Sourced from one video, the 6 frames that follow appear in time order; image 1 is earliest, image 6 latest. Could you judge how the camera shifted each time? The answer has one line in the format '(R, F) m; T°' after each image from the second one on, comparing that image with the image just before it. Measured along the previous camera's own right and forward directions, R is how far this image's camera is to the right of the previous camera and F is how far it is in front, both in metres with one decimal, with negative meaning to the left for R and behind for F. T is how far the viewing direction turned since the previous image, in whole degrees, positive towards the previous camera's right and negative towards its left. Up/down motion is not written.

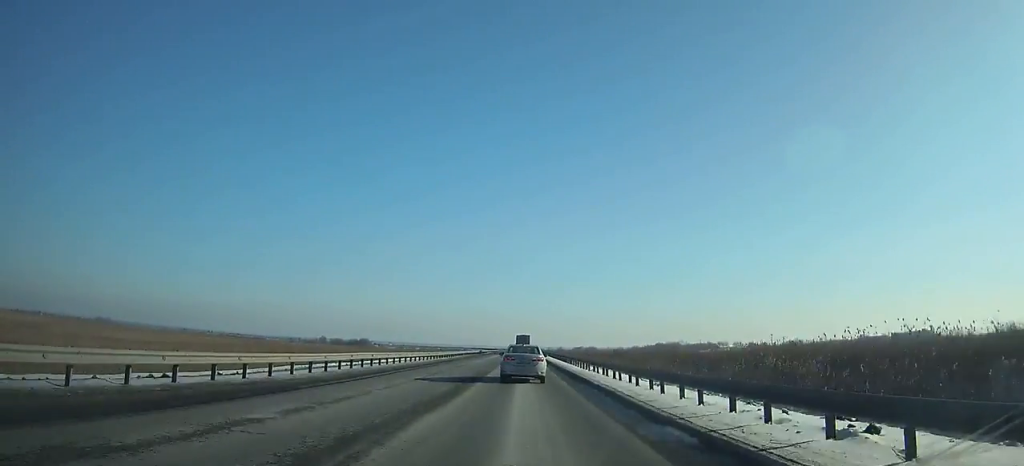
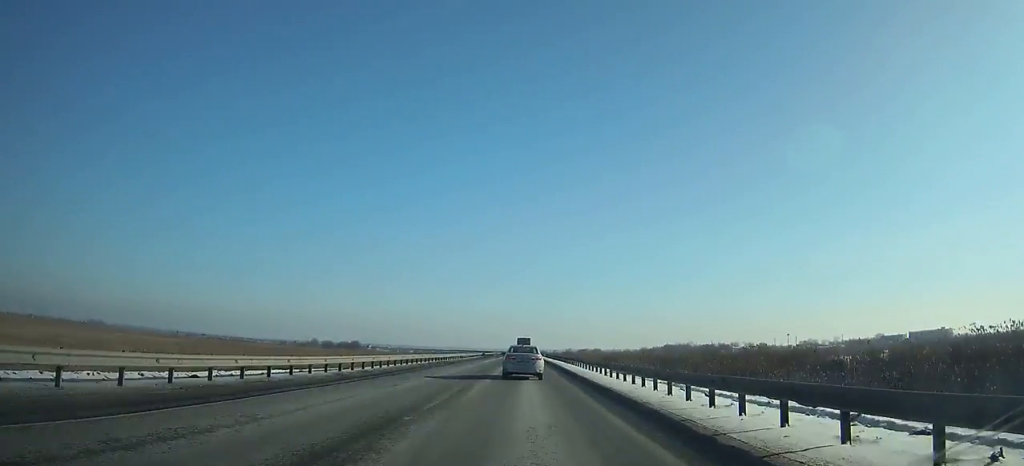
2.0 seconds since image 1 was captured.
(+0.1, +40.2) m; 0°
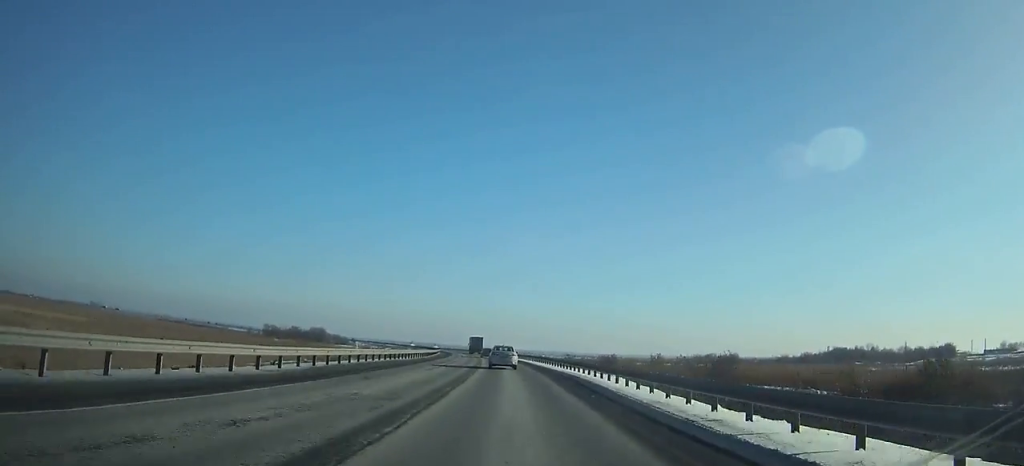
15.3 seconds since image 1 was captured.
(-9.1, +282.0) m; -8°
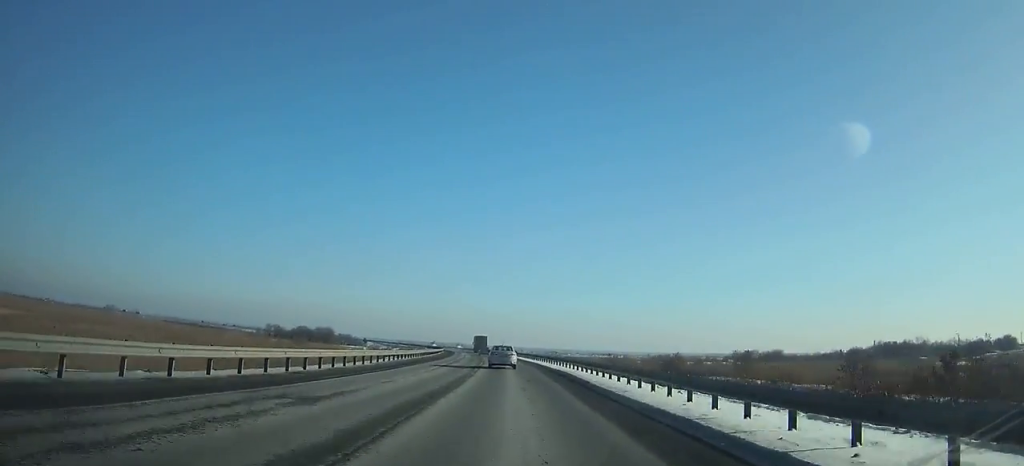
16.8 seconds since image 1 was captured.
(-1.4, +33.7) m; -2°
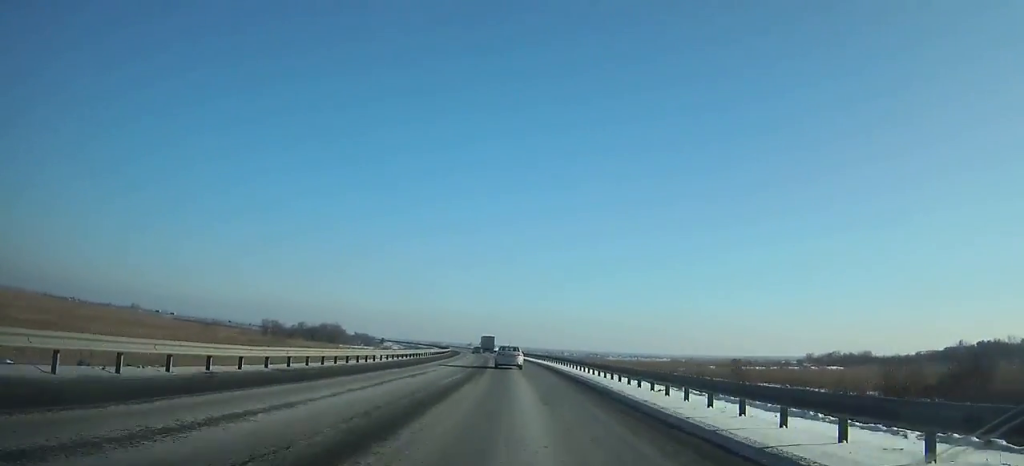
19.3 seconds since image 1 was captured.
(-1.8, +56.3) m; -3°
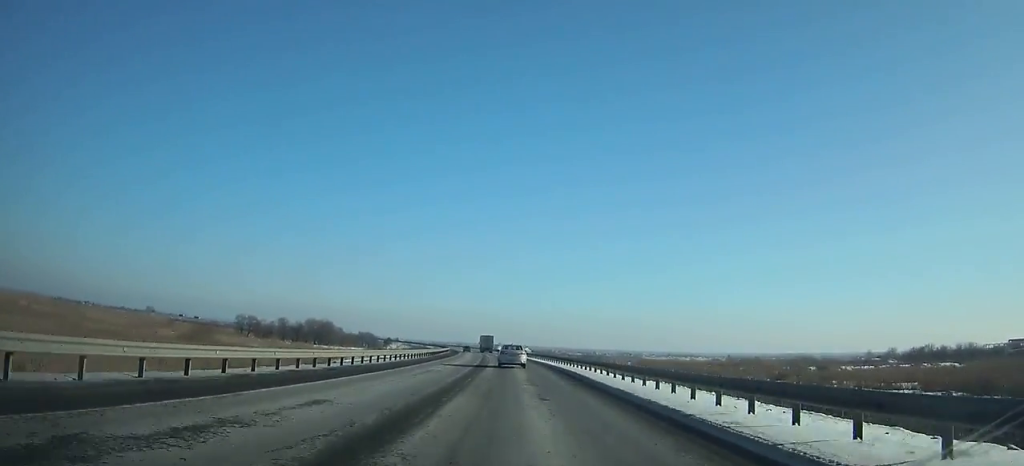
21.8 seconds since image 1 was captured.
(-1.4, +56.6) m; -3°
